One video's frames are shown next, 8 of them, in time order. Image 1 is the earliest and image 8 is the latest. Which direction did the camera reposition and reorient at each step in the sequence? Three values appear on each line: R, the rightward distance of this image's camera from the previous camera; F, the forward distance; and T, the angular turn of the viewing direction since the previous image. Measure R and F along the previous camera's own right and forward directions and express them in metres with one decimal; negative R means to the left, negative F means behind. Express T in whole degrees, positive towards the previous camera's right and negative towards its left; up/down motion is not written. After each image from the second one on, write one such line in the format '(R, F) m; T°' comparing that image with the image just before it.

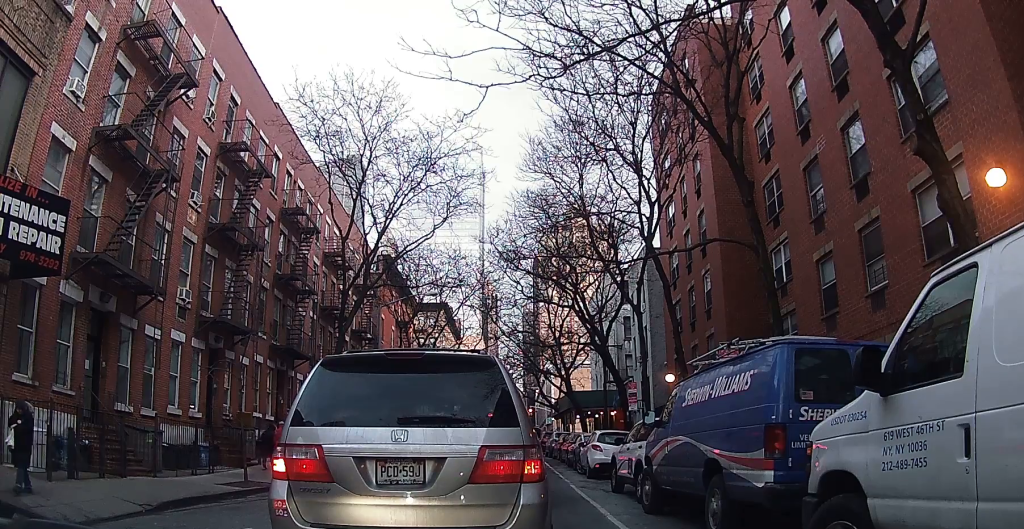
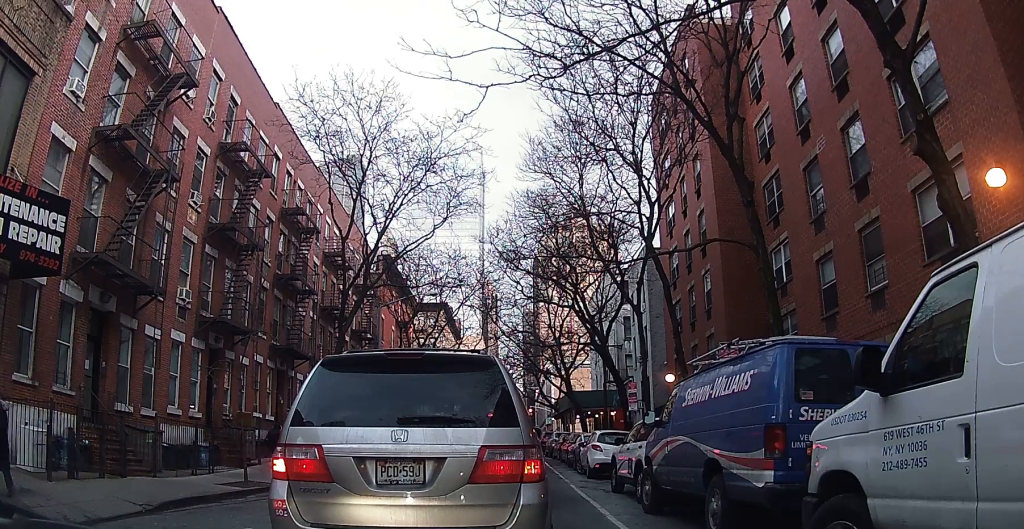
(0.0, 0.0) m; 0°
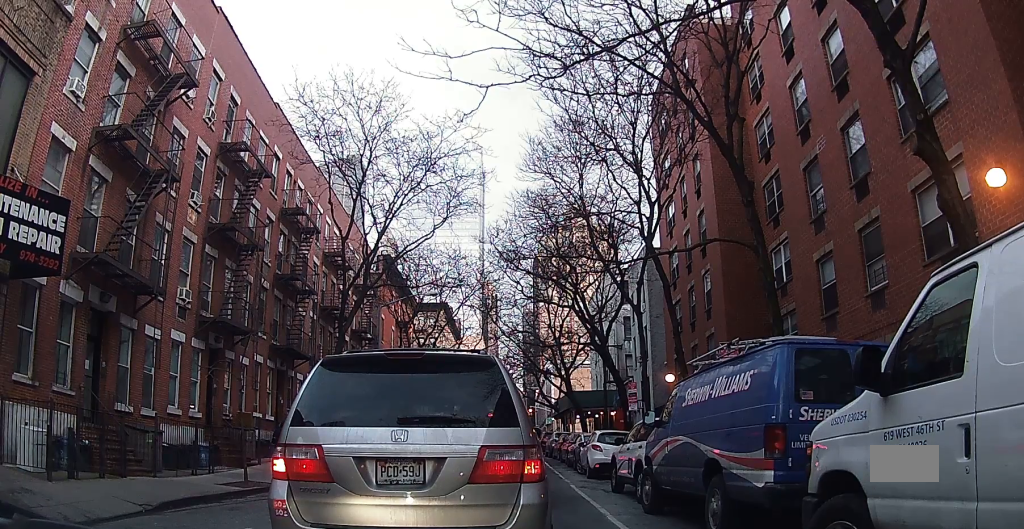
(0.0, 0.0) m; 0°
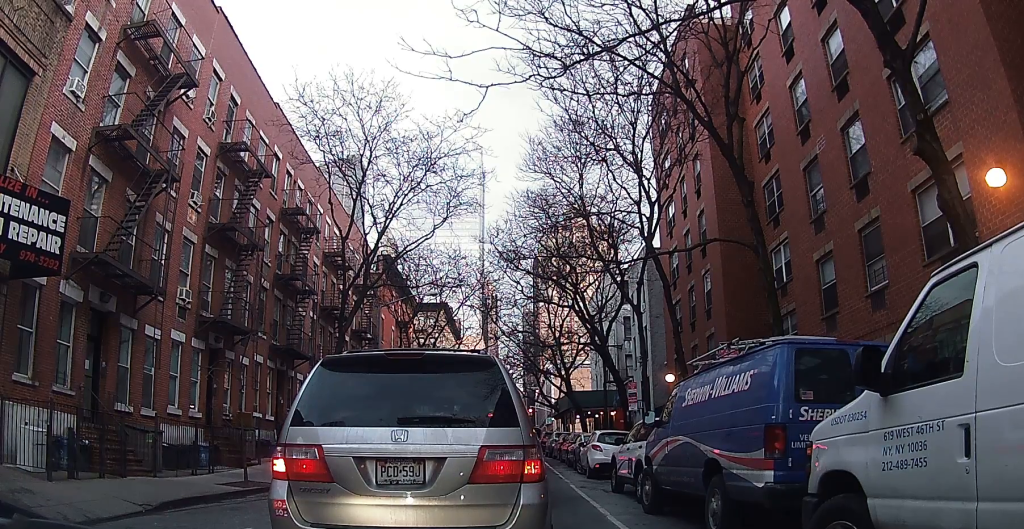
(0.0, 0.0) m; 0°
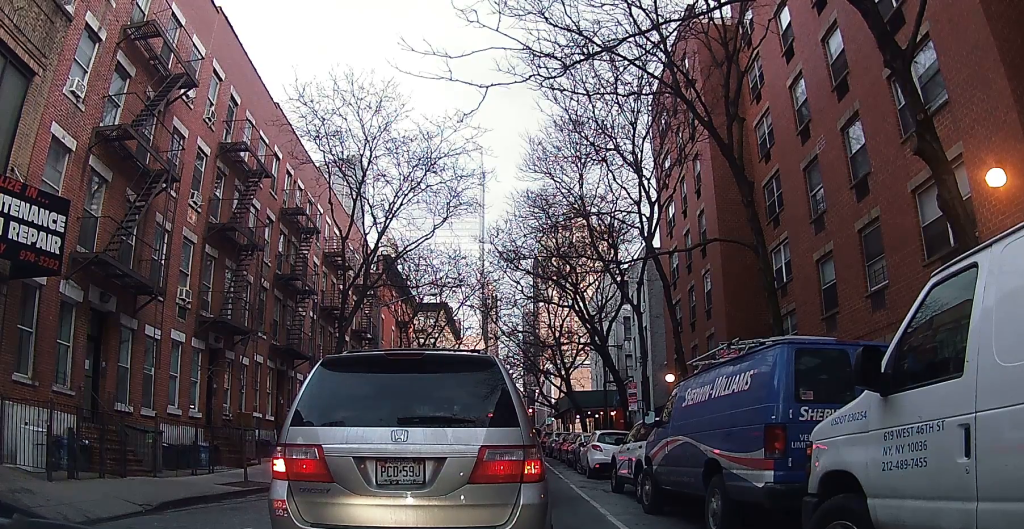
(0.0, 0.0) m; 0°
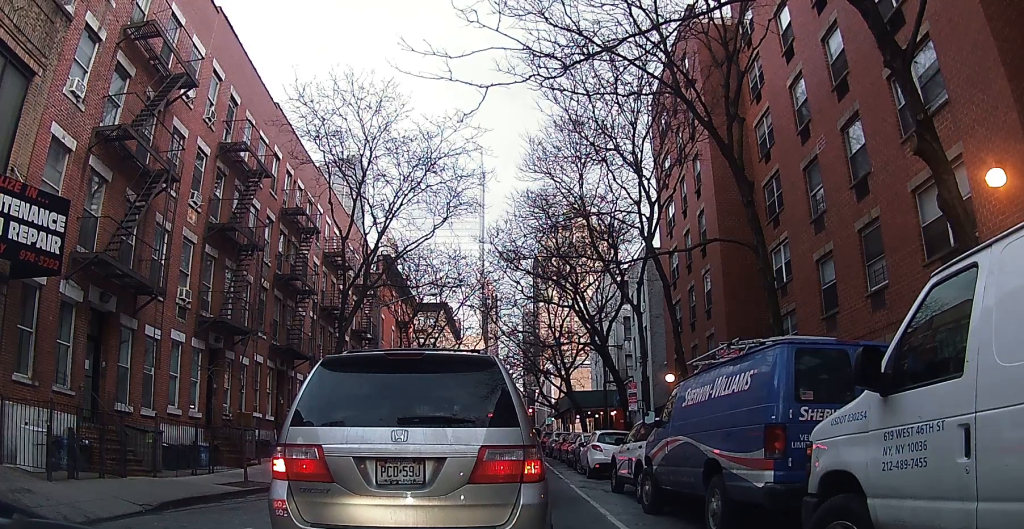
(0.0, 0.0) m; 0°
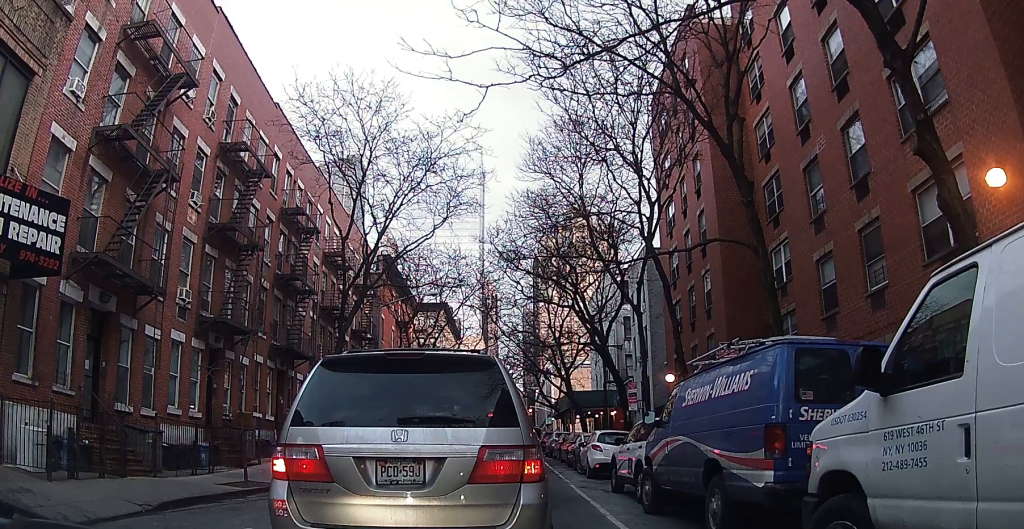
(0.0, 0.0) m; 0°
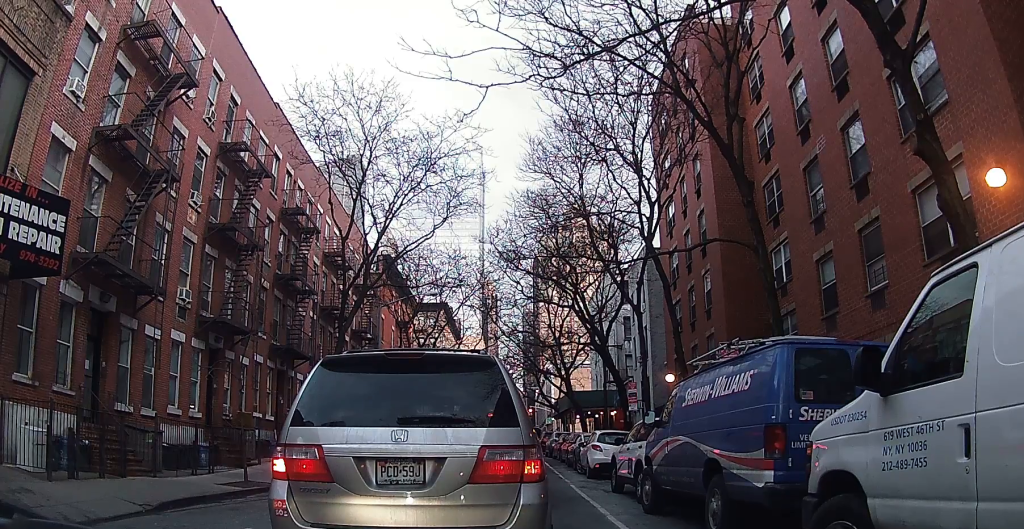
(0.0, 0.0) m; 0°
